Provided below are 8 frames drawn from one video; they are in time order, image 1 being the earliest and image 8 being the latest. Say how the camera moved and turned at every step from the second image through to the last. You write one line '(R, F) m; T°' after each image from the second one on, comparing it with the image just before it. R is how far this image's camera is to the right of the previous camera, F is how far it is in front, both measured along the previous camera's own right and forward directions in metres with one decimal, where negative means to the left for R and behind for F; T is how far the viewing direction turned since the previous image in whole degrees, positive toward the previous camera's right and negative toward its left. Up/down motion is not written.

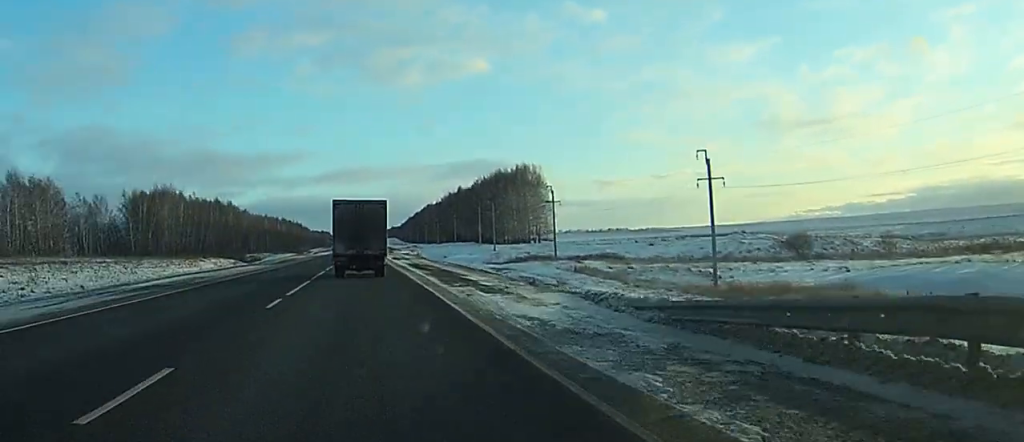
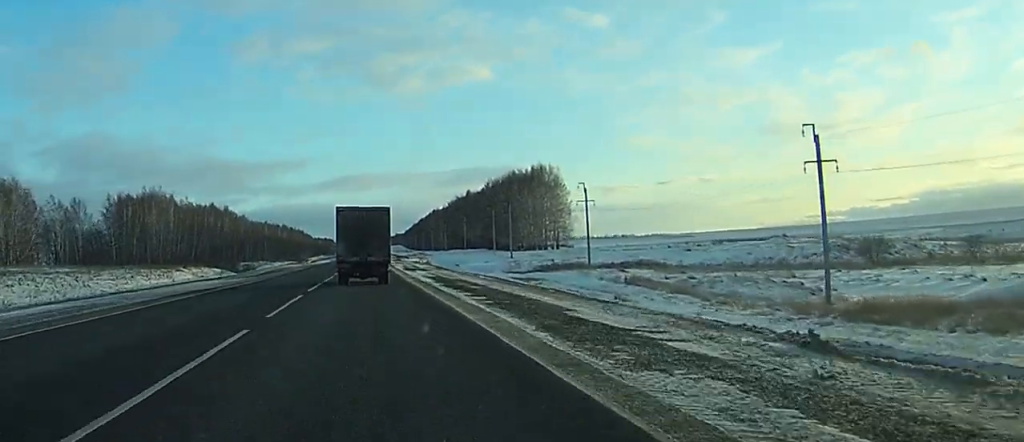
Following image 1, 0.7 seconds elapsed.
(0.0, +17.5) m; 0°
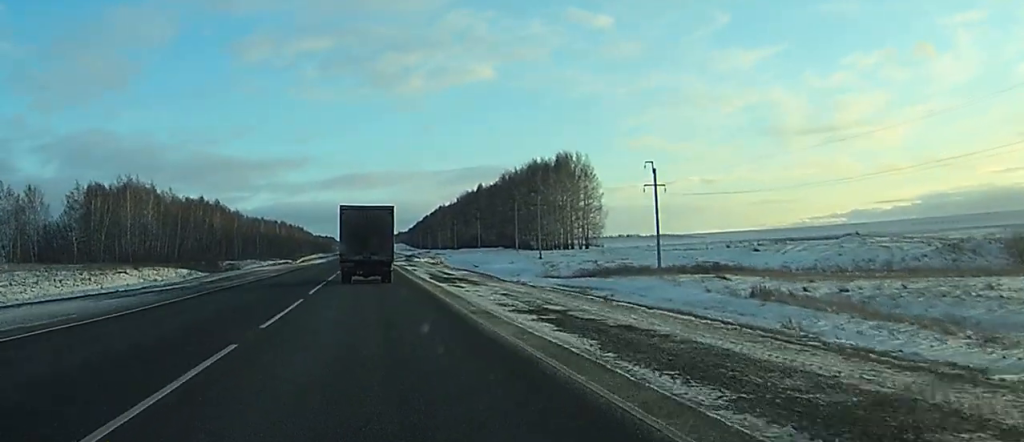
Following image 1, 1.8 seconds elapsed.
(0.0, +26.3) m; 0°
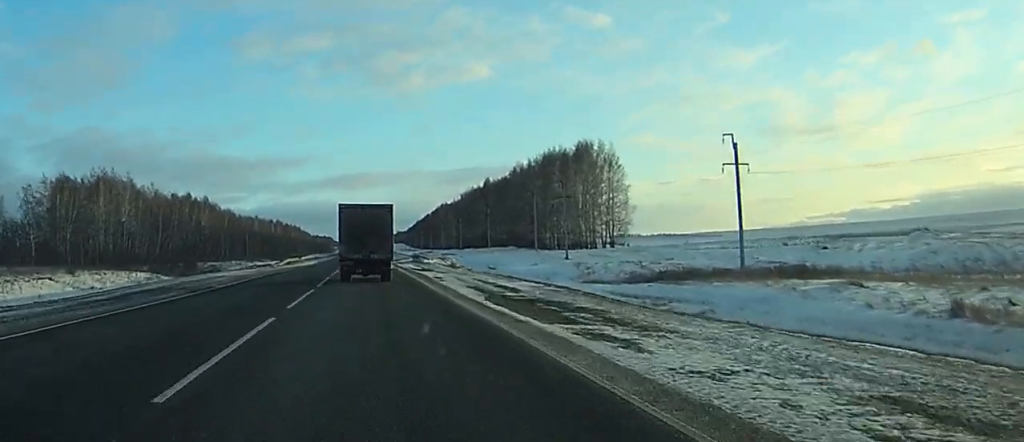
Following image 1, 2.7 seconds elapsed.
(-0.1, +19.9) m; 0°
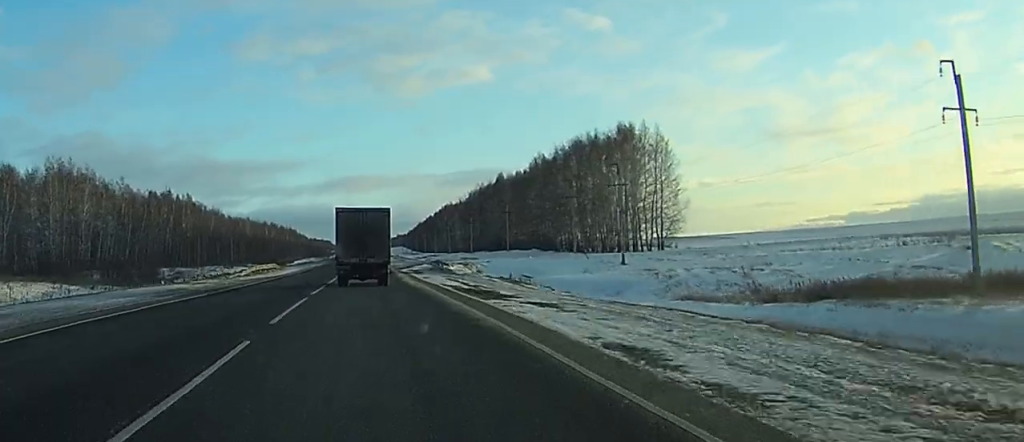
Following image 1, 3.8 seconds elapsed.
(-0.1, +27.8) m; 0°
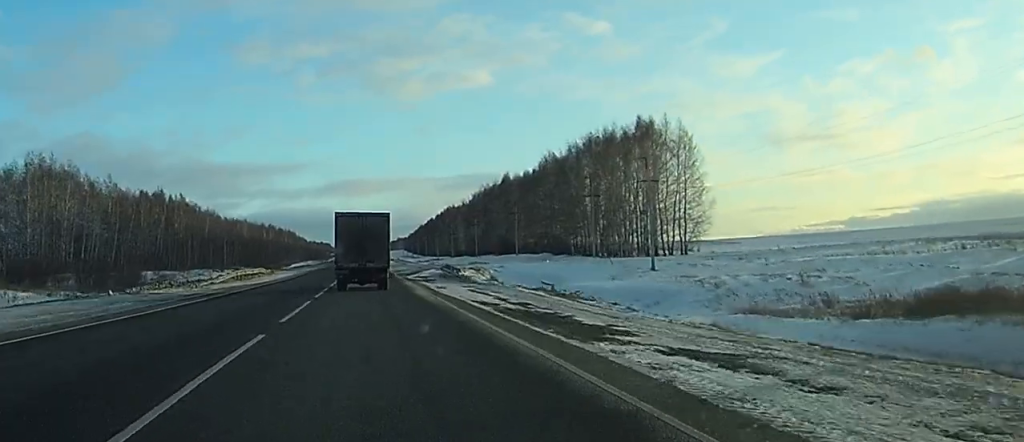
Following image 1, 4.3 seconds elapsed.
(0.0, +10.3) m; 0°
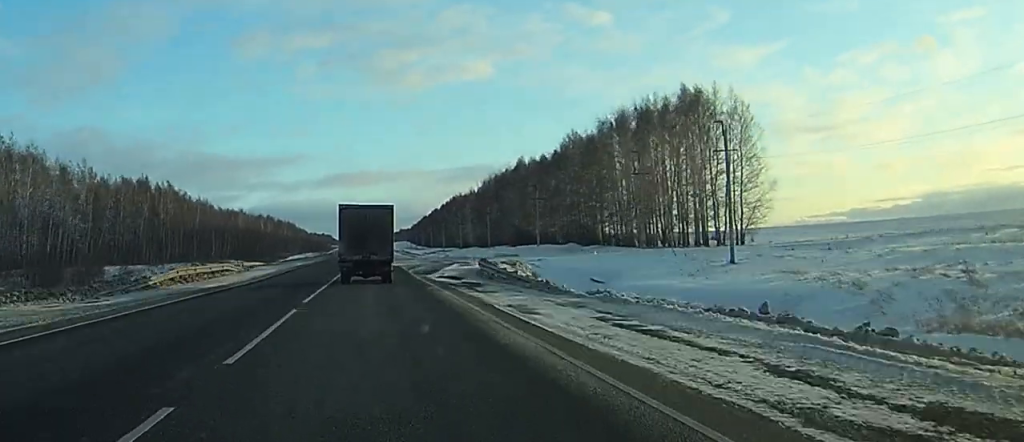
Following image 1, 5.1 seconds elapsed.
(0.0, +19.0) m; 0°
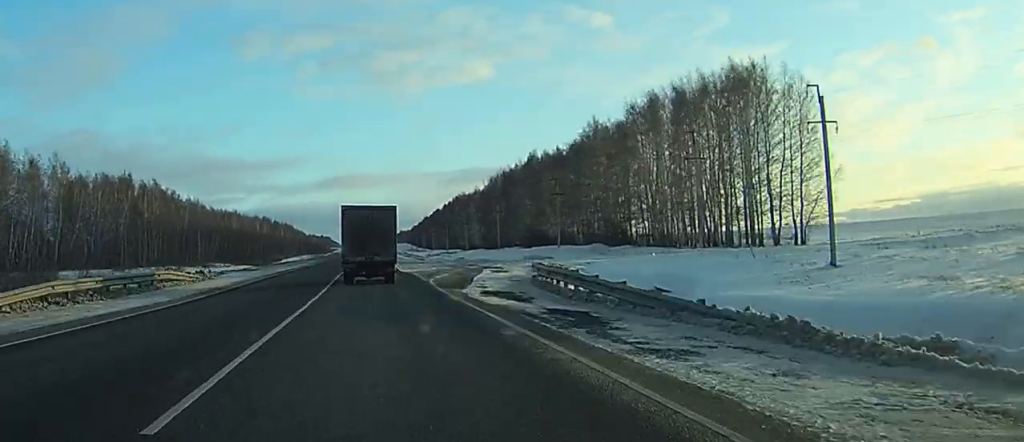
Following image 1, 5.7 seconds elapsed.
(0.0, +15.8) m; 0°
